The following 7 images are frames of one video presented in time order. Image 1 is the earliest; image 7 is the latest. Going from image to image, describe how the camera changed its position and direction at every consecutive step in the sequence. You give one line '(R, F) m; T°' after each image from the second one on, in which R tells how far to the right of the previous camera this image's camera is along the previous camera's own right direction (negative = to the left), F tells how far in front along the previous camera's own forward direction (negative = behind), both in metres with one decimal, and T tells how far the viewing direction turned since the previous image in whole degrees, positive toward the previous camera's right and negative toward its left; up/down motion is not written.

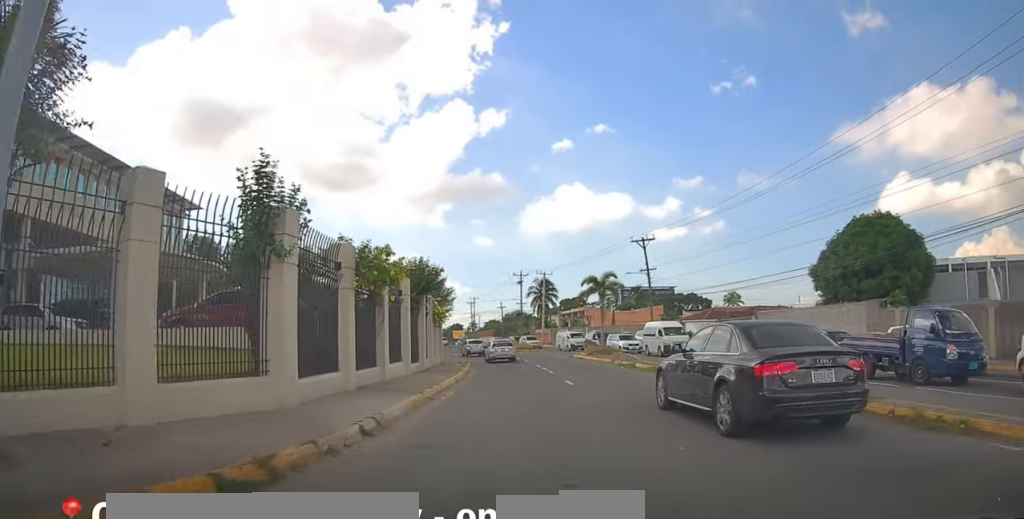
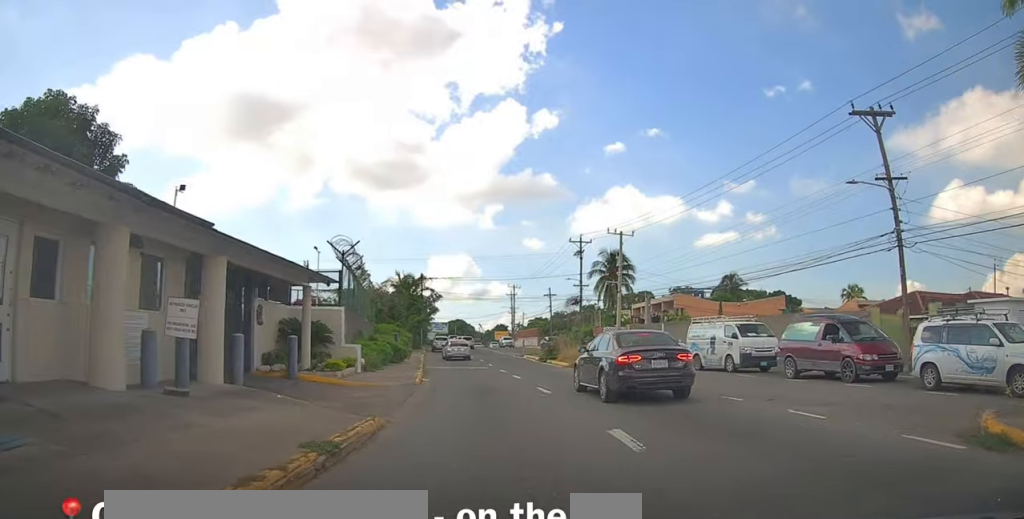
(+0.3, +33.8) m; -2°
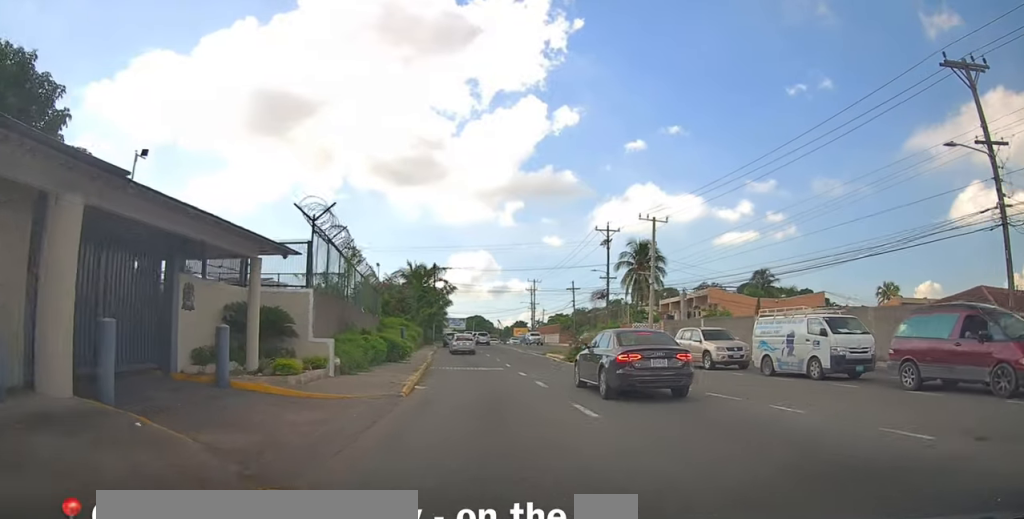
(-0.1, +5.2) m; -3°
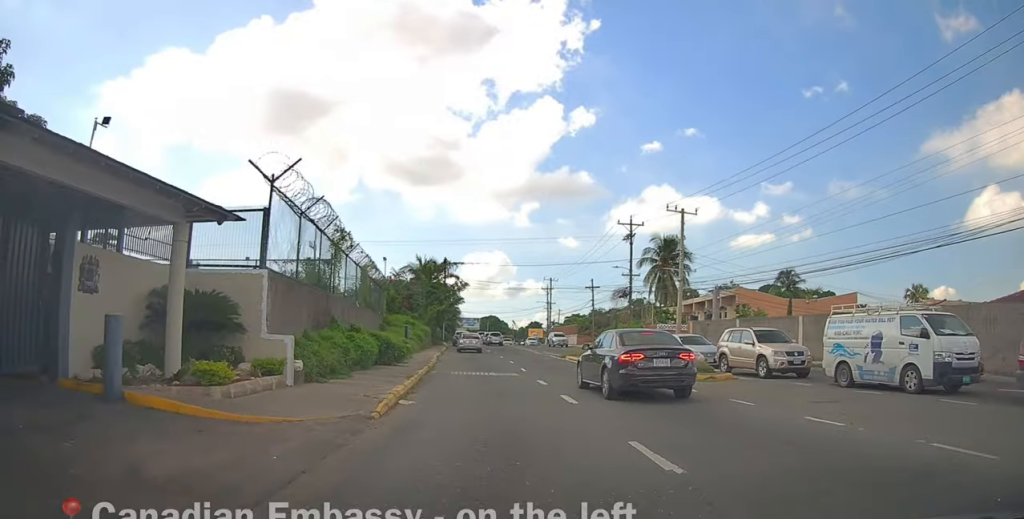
(-0.1, +4.0) m; -3°
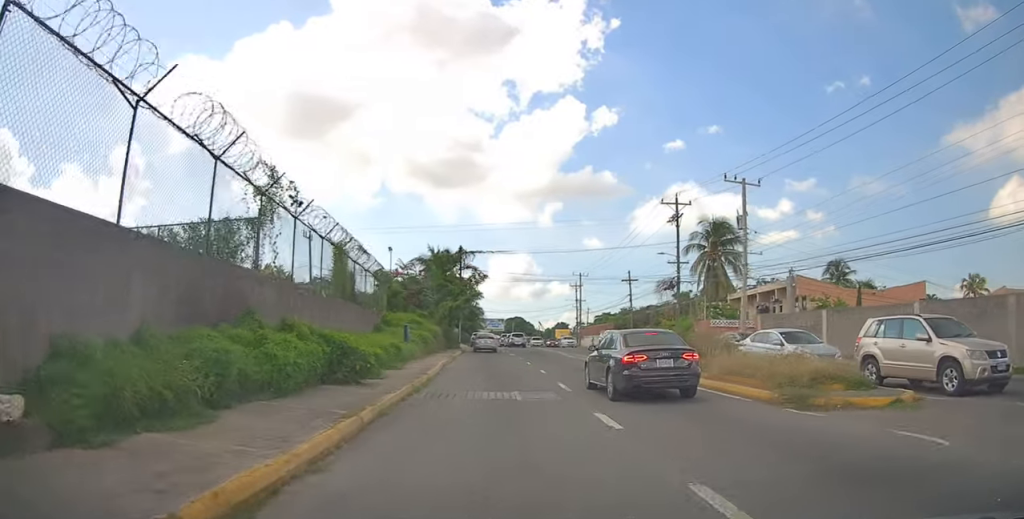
(-0.4, +8.2) m; -4°
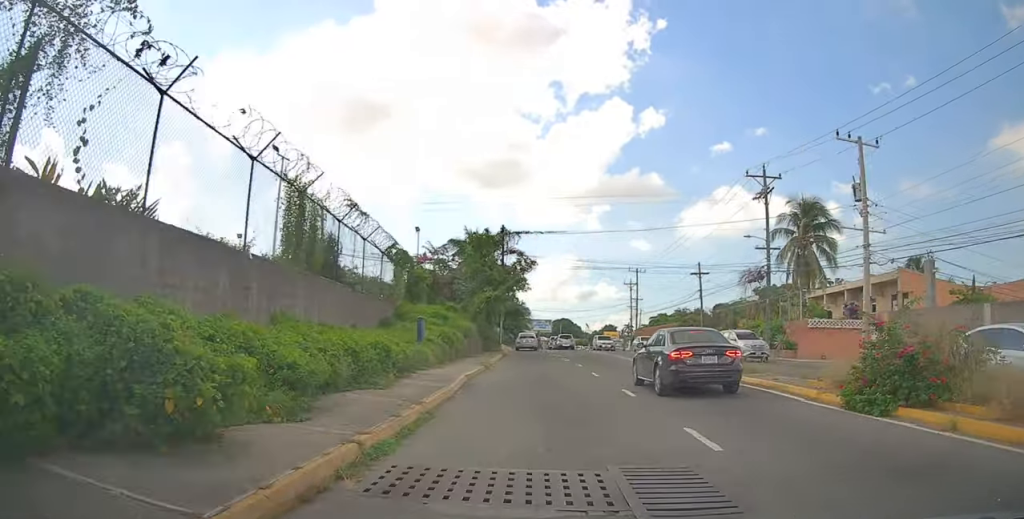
(-0.2, +9.0) m; -5°
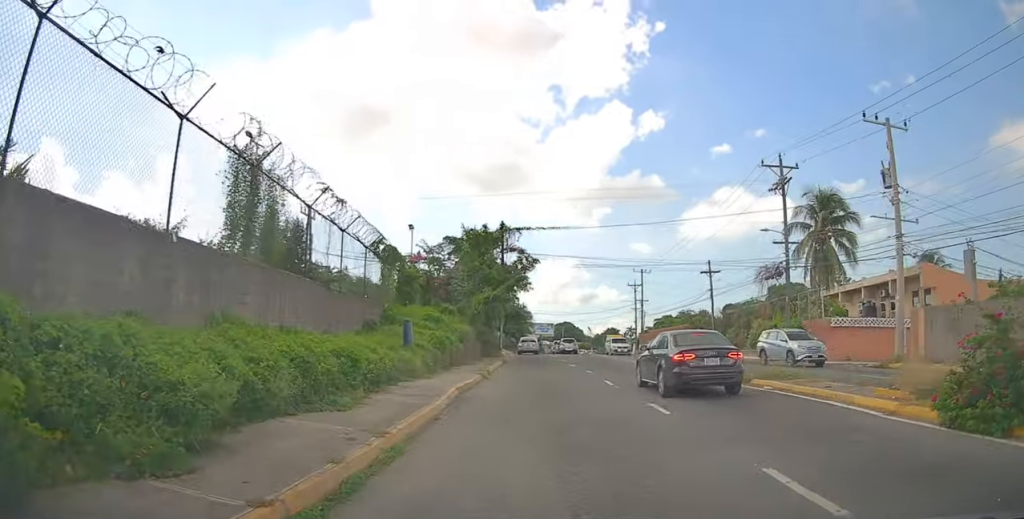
(-0.2, +2.6) m; 0°
